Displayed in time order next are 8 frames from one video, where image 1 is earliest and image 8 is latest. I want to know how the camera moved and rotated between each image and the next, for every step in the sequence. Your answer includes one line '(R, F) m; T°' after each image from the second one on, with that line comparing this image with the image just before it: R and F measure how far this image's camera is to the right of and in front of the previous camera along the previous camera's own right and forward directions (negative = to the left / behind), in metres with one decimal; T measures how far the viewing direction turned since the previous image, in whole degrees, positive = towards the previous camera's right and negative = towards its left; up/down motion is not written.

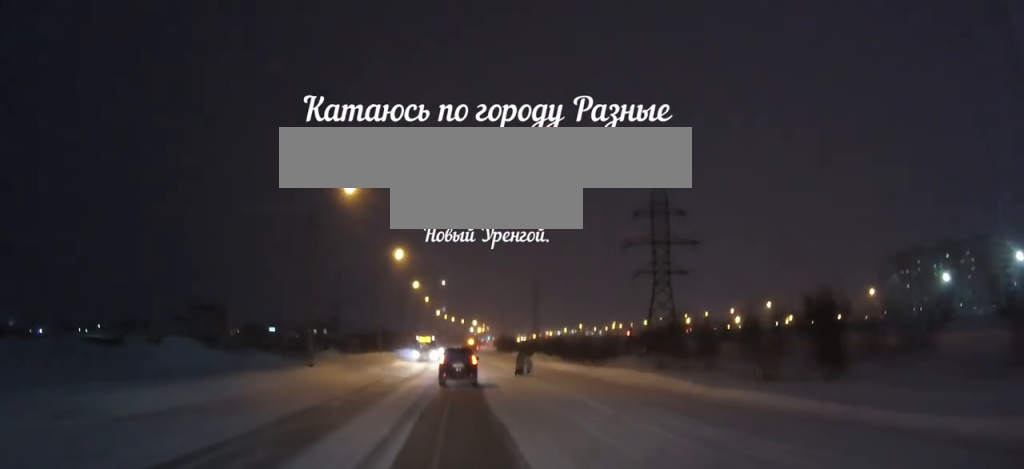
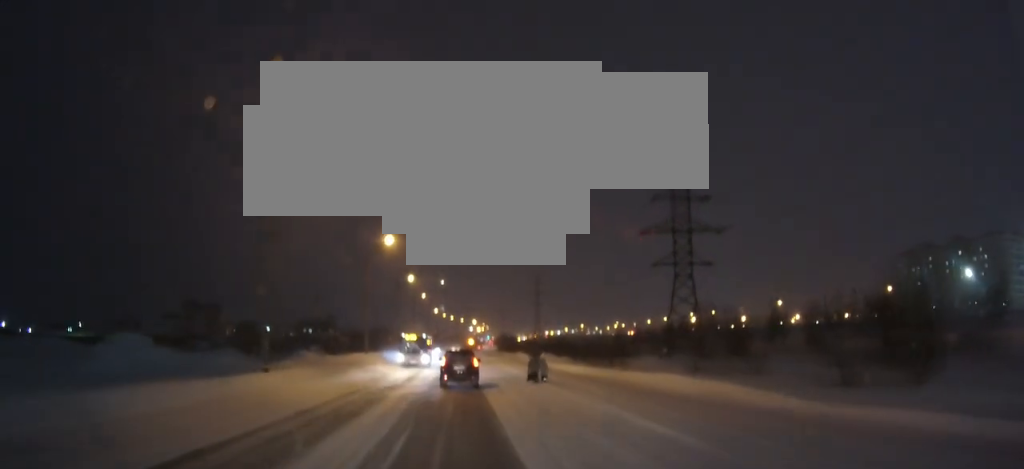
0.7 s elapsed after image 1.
(0.0, +8.5) m; 0°
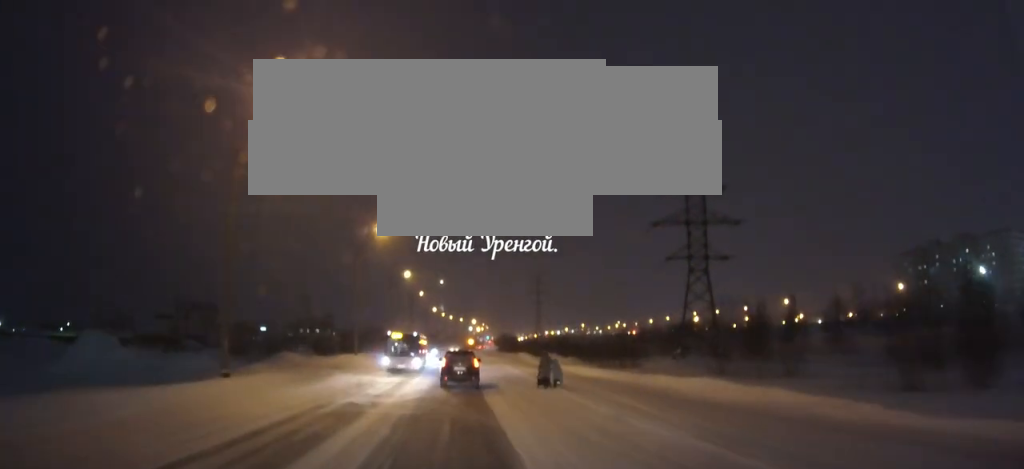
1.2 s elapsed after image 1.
(0.0, +5.0) m; 0°
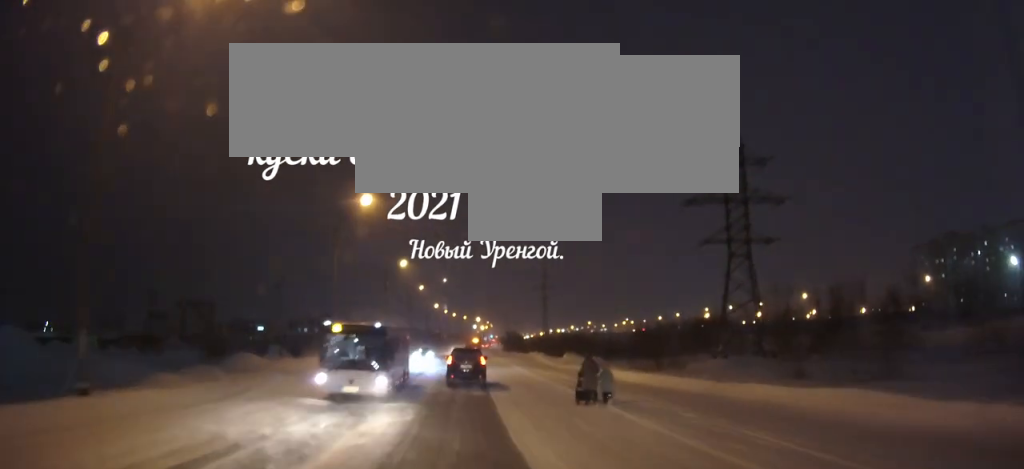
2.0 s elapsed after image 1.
(0.0, +10.1) m; 0°
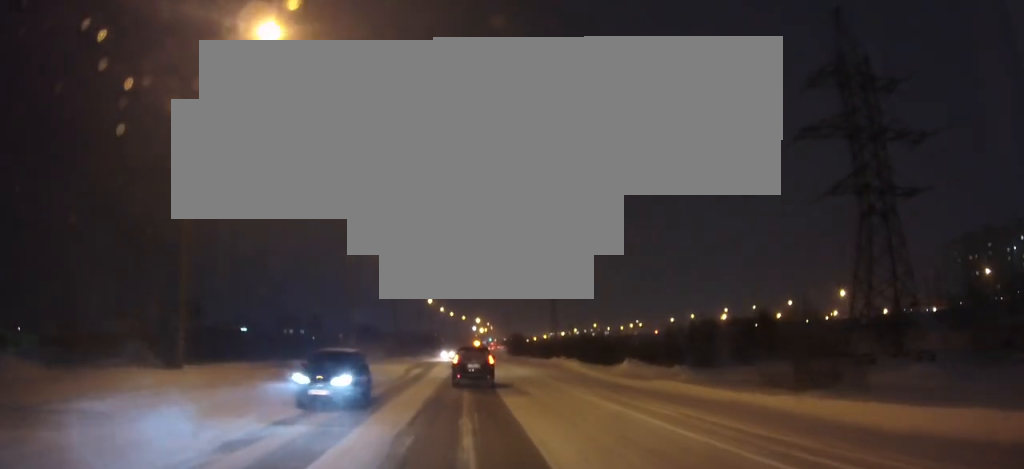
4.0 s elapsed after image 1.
(+0.1, +22.7) m; +1°
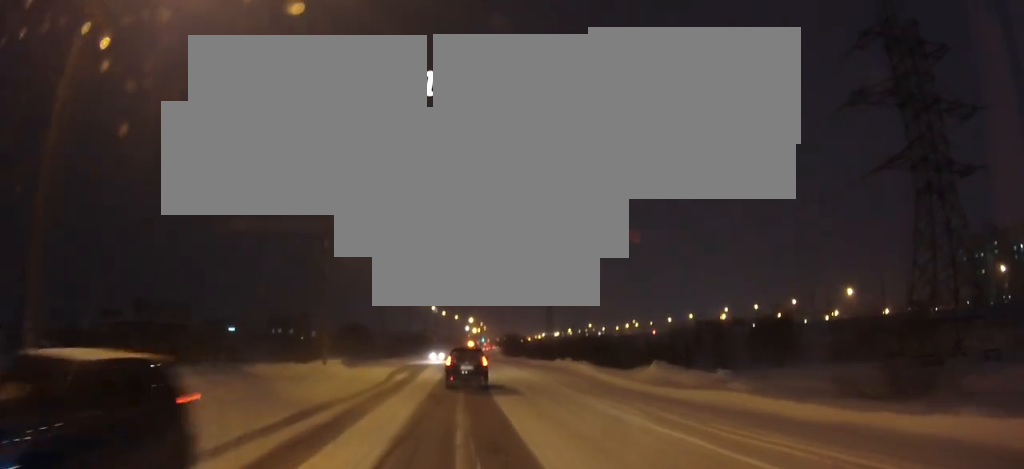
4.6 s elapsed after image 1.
(0.0, +7.0) m; 0°
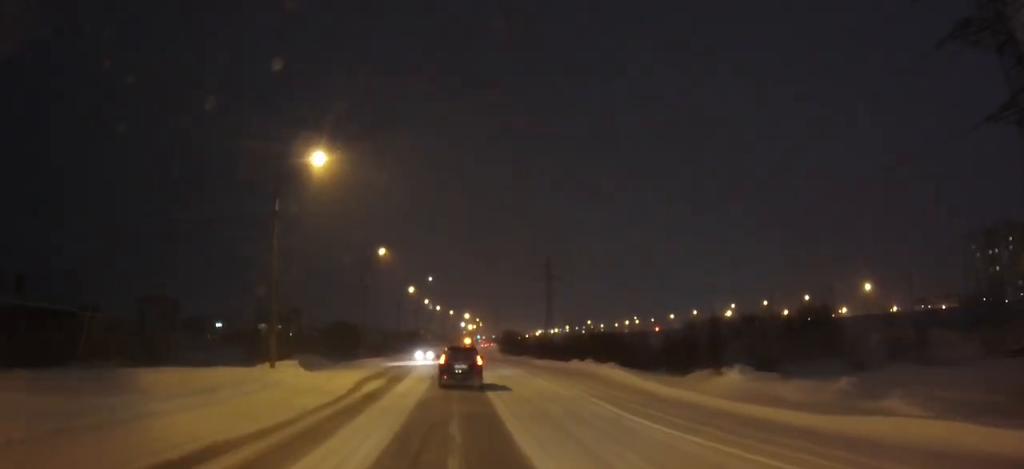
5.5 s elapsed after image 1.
(0.0, +10.5) m; 0°
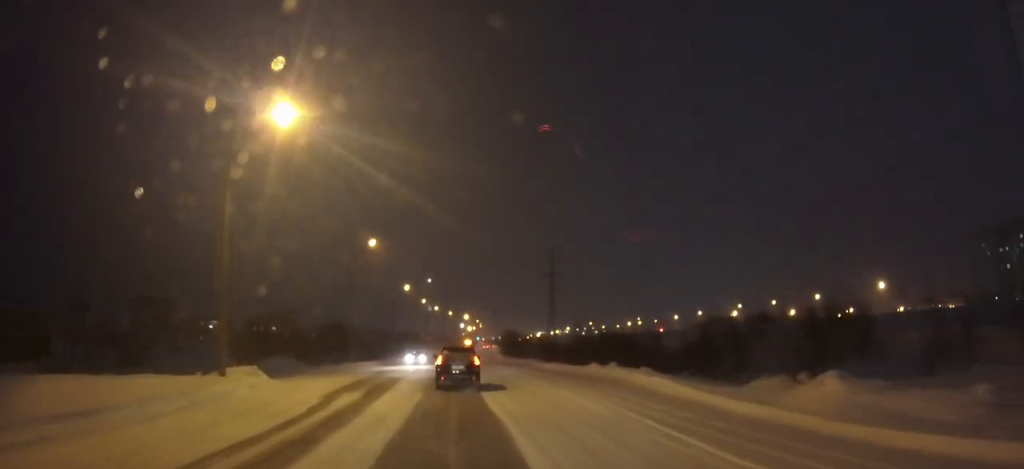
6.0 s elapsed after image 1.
(0.0, +6.6) m; 0°
